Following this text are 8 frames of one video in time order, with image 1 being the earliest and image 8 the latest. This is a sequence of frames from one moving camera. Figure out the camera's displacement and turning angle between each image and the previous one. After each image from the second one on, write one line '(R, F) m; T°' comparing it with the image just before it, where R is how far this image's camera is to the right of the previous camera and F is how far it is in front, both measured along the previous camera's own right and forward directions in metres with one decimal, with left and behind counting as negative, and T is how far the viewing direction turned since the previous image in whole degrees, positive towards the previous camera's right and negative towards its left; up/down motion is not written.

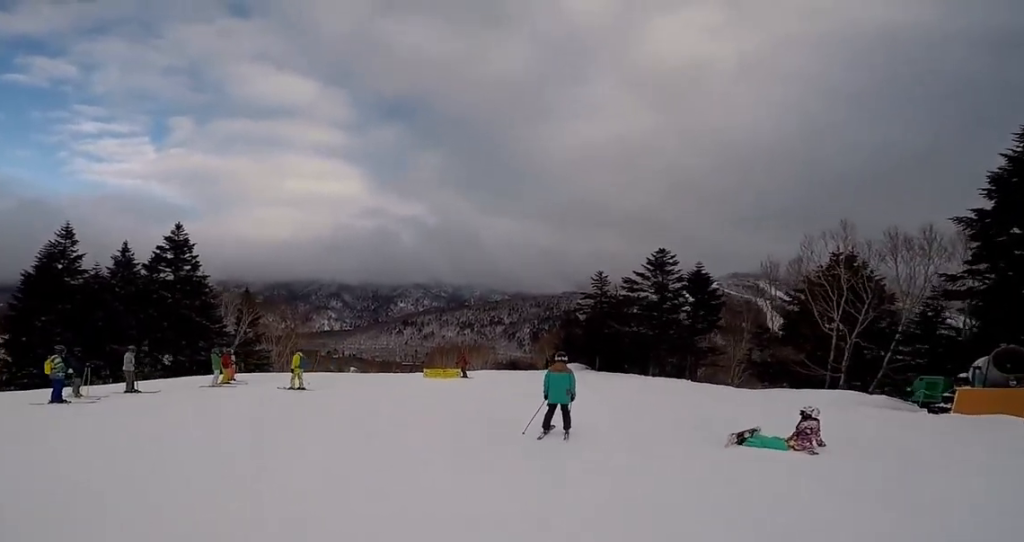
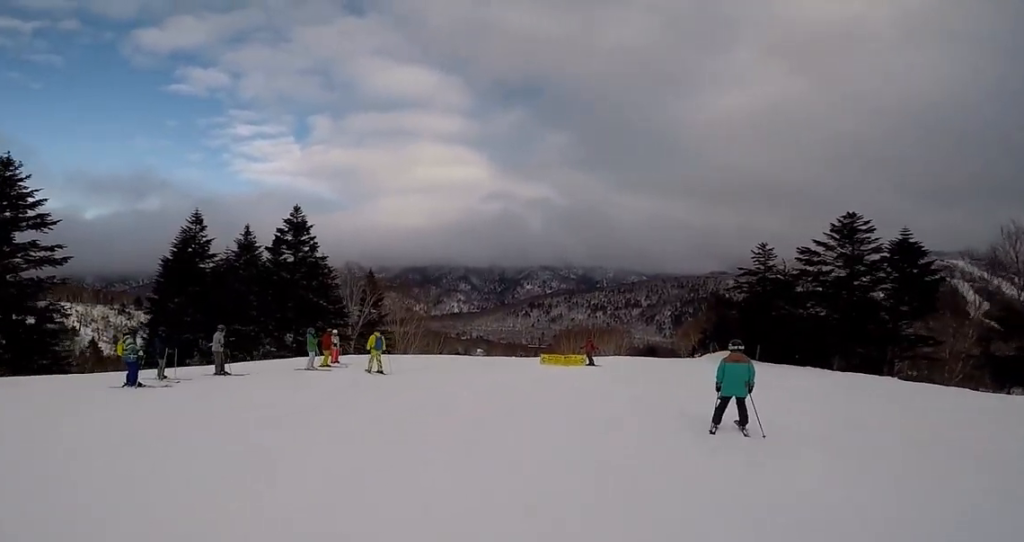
(-0.5, +3.2) m; -10°
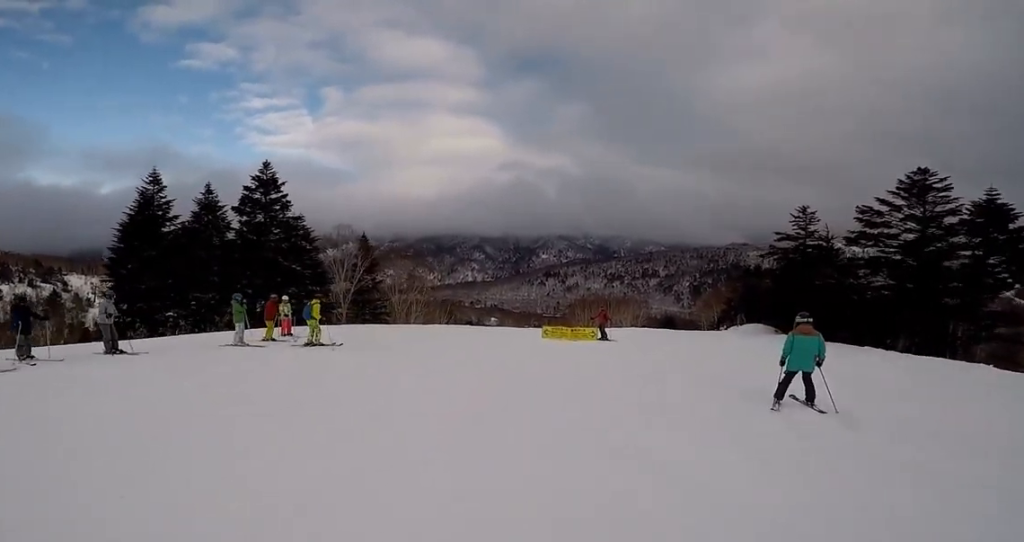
(-0.4, +4.3) m; -13°
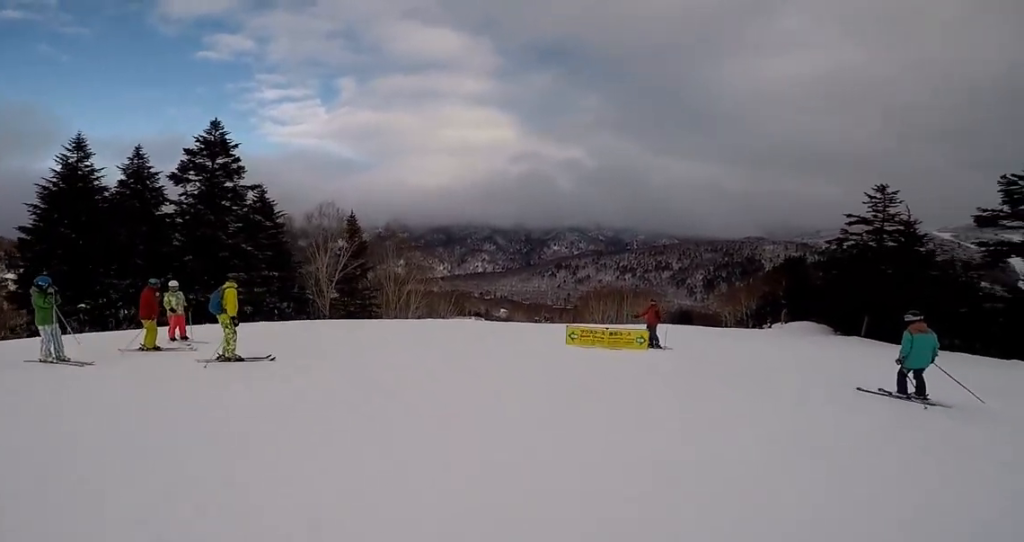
(-0.9, +6.0) m; 0°
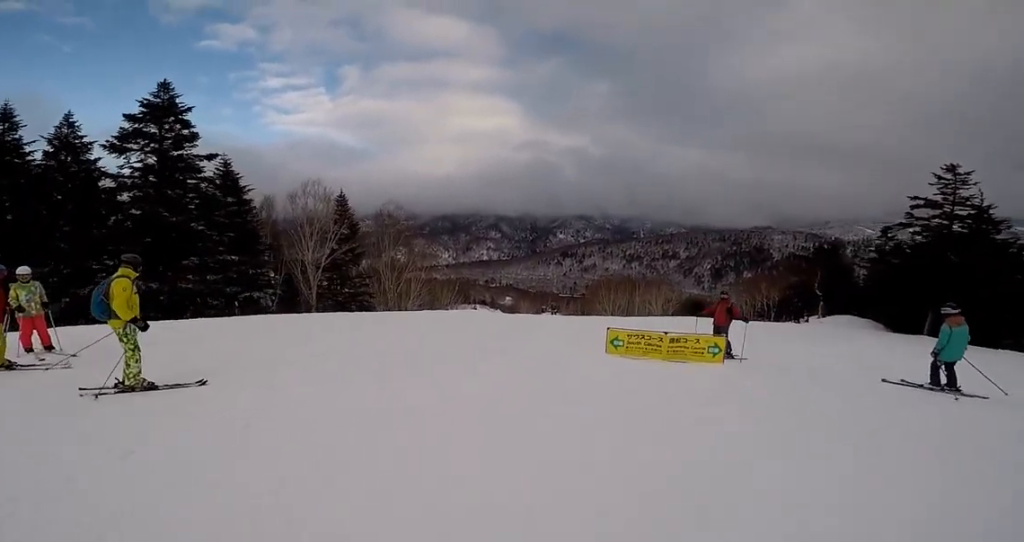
(+0.6, +3.9) m; +7°
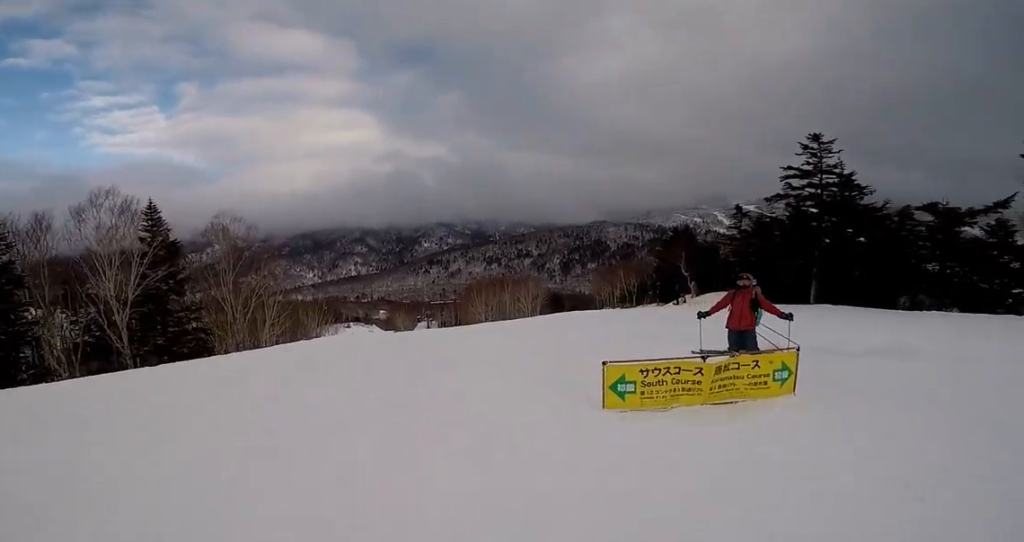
(+0.4, +4.9) m; +7°
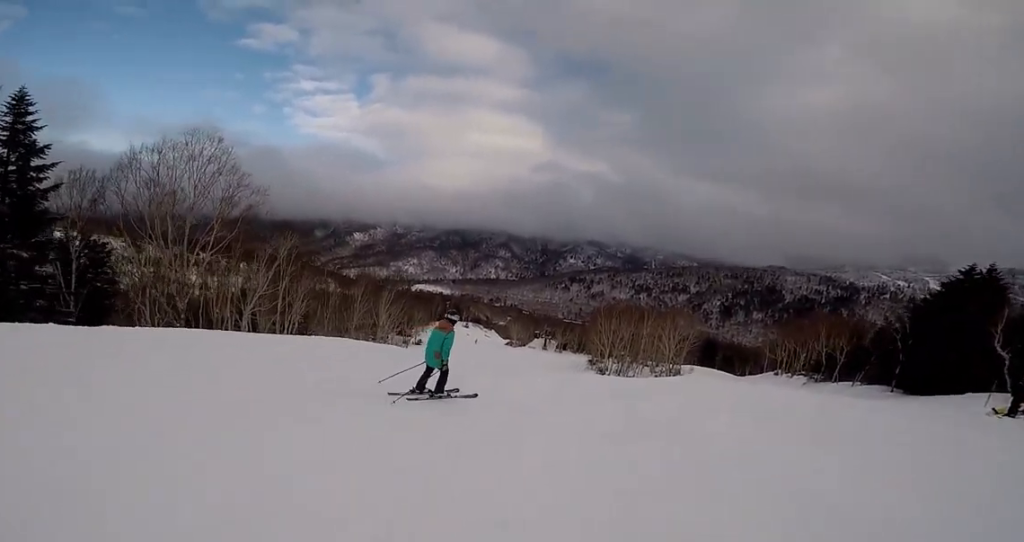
(+0.5, +16.6) m; -10°
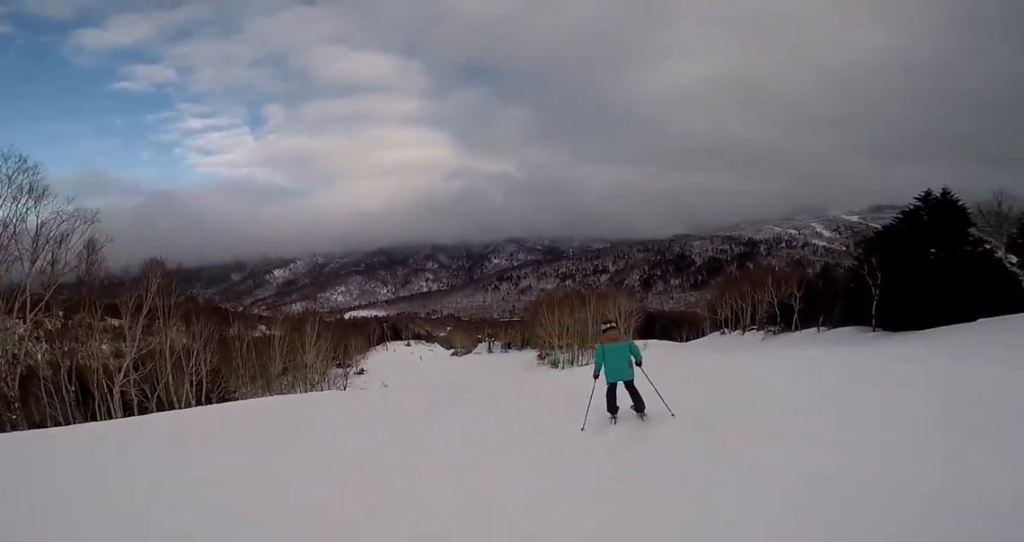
(-0.9, +5.3) m; +2°
